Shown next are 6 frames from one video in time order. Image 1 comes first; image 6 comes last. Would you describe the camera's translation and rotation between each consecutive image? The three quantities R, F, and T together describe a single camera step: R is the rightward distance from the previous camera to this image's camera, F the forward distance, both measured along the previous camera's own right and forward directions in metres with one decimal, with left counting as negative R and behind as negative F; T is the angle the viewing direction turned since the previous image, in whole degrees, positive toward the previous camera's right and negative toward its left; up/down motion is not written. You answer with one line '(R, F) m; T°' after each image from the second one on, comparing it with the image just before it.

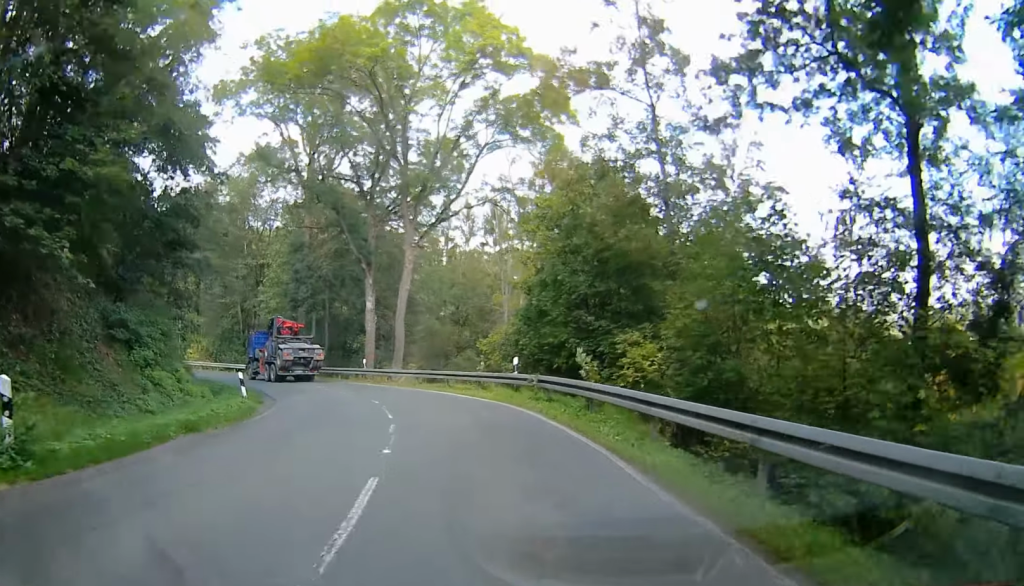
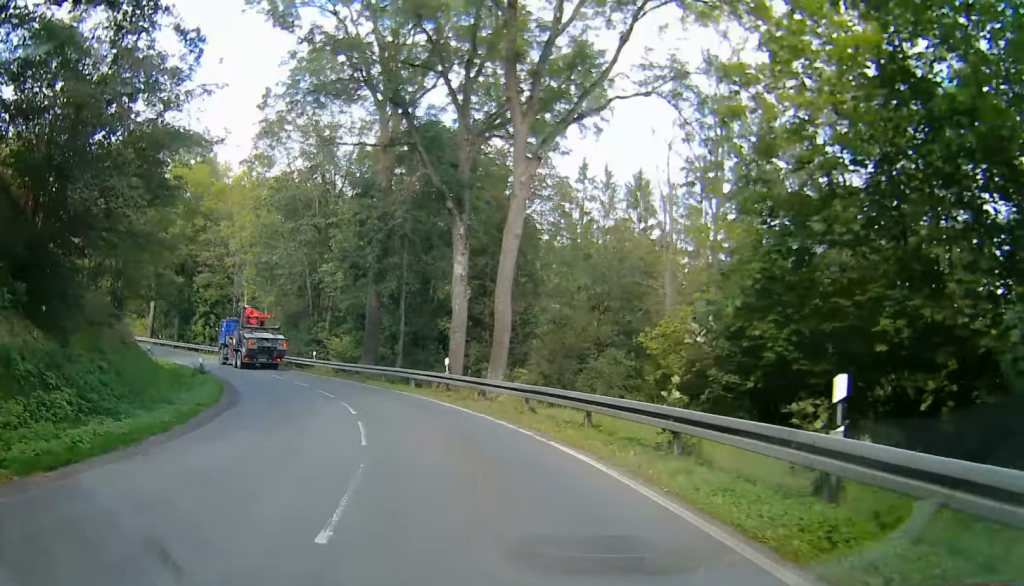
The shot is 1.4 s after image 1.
(0.0, +15.0) m; -1°
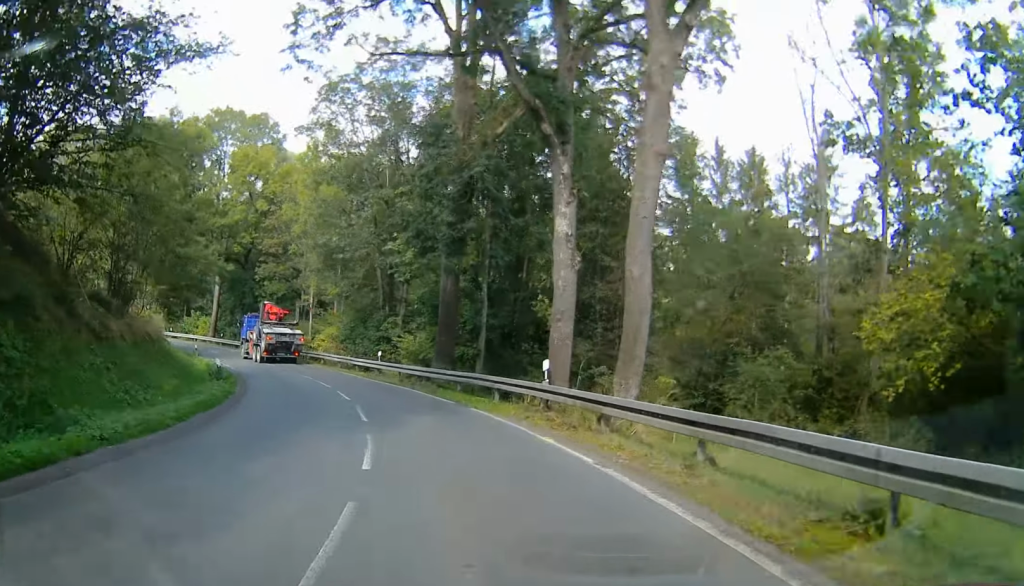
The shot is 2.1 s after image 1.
(-0.1, +8.8) m; -10°
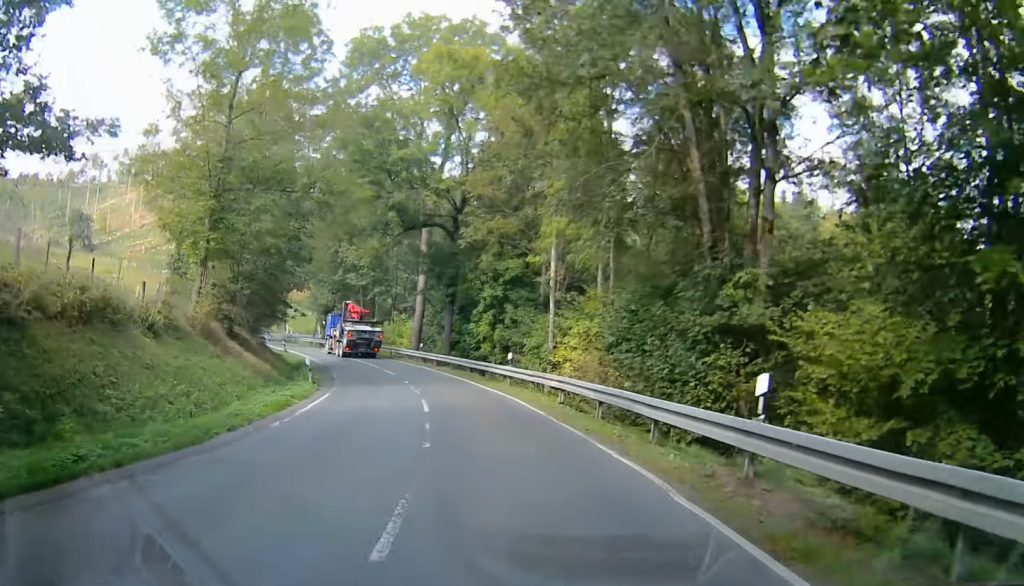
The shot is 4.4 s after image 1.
(-8.8, +30.6) m; -25°
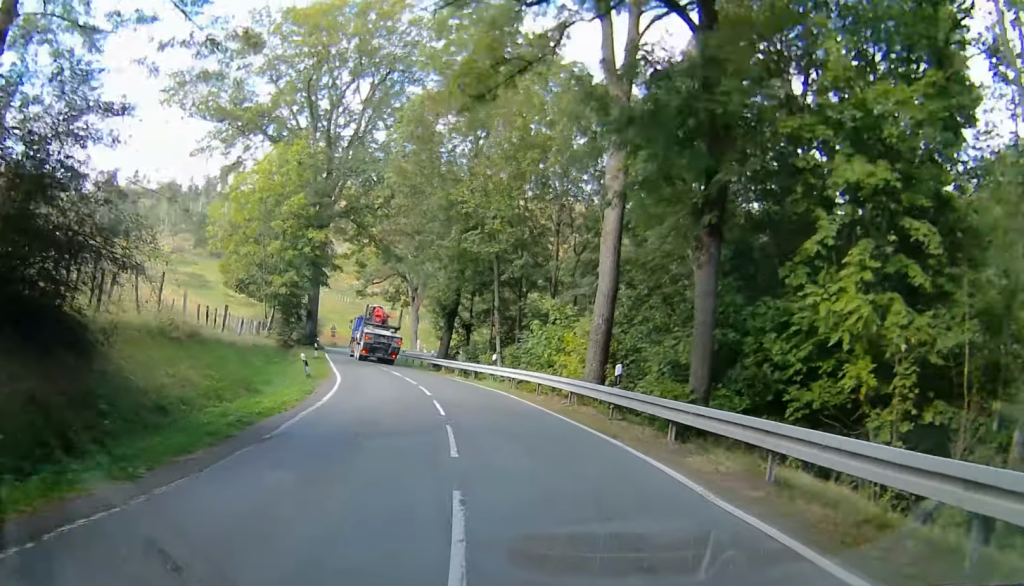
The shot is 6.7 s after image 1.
(-6.0, +36.3) m; -16°
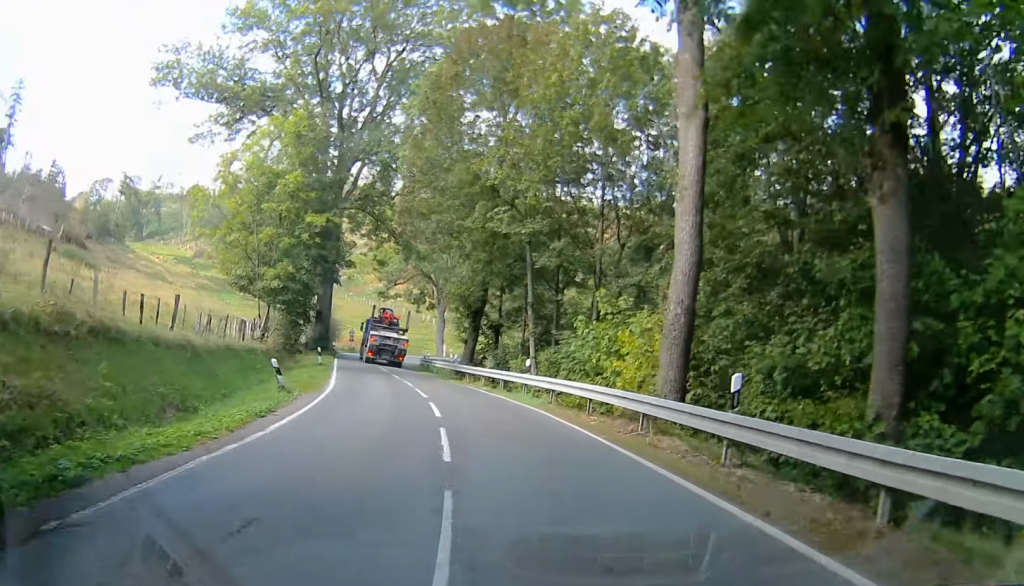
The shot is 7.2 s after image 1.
(-0.2, +6.8) m; -1°
